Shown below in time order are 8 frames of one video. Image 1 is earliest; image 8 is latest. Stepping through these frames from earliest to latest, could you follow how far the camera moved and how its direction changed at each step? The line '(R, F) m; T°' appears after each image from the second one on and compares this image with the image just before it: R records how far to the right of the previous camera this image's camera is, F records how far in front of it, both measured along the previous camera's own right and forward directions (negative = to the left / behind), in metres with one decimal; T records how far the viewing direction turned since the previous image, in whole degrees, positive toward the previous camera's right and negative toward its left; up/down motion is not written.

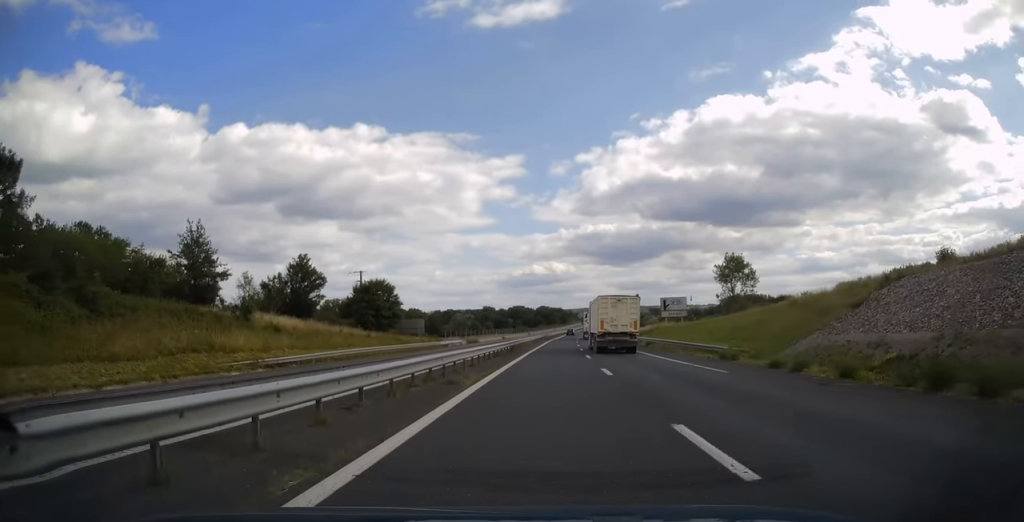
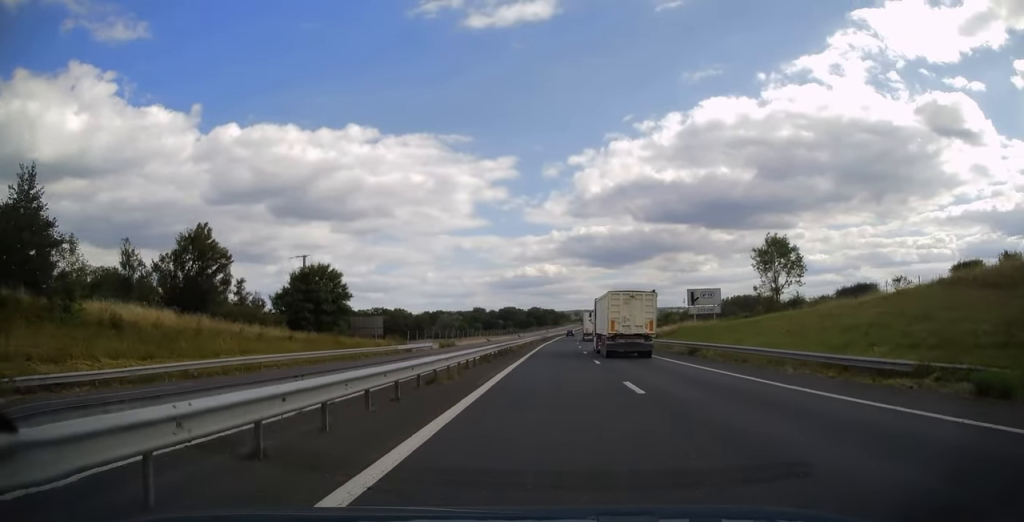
(+0.1, +18.4) m; +1°
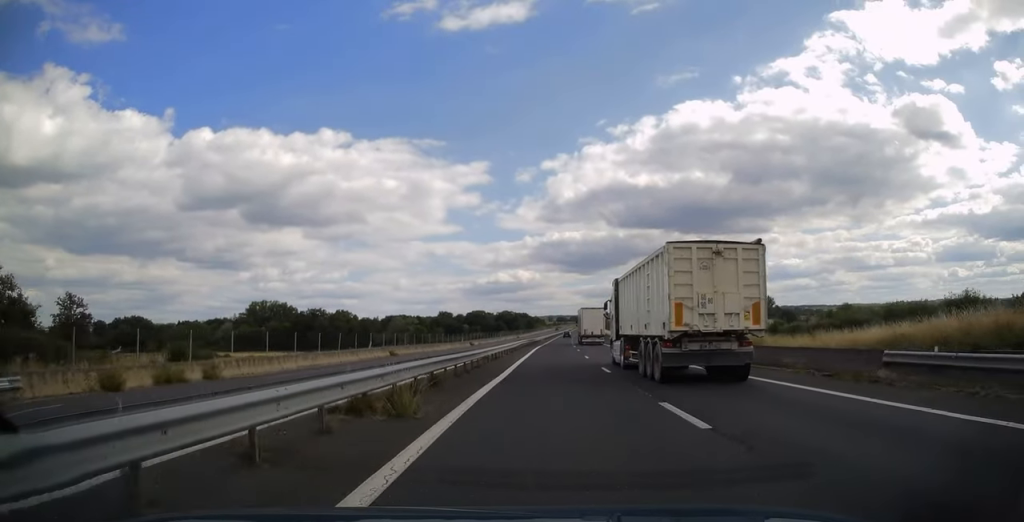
(+1.1, +58.1) m; +2°
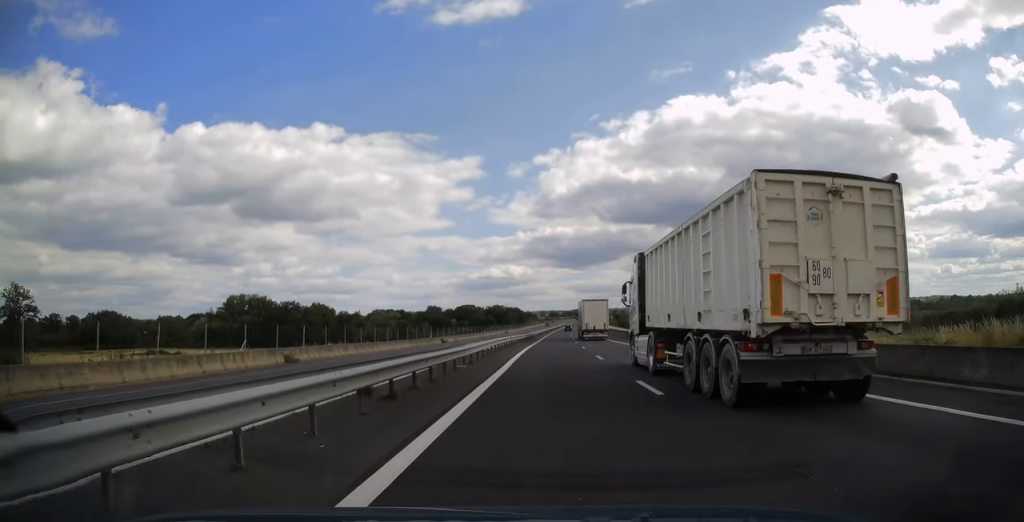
(+0.2, +22.5) m; +1°
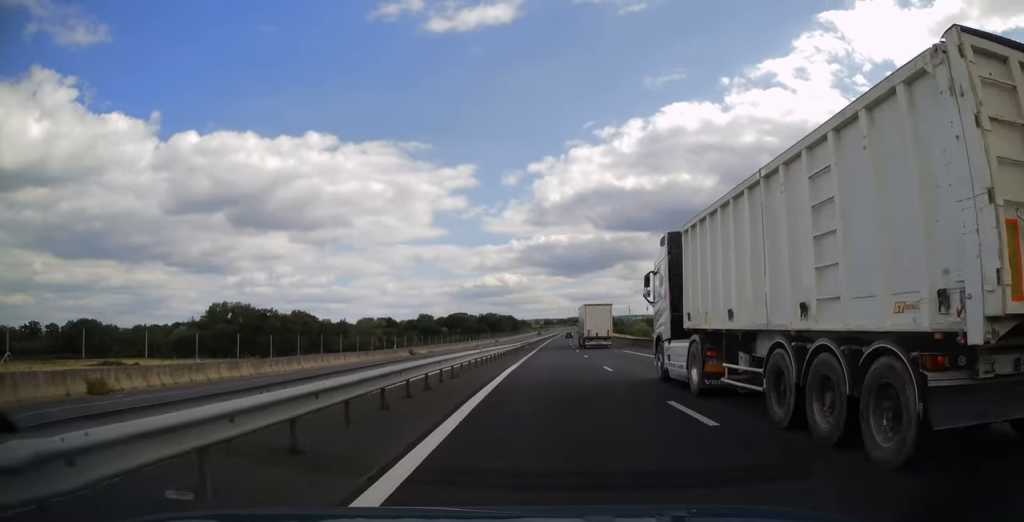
(0.0, +16.7) m; +1°
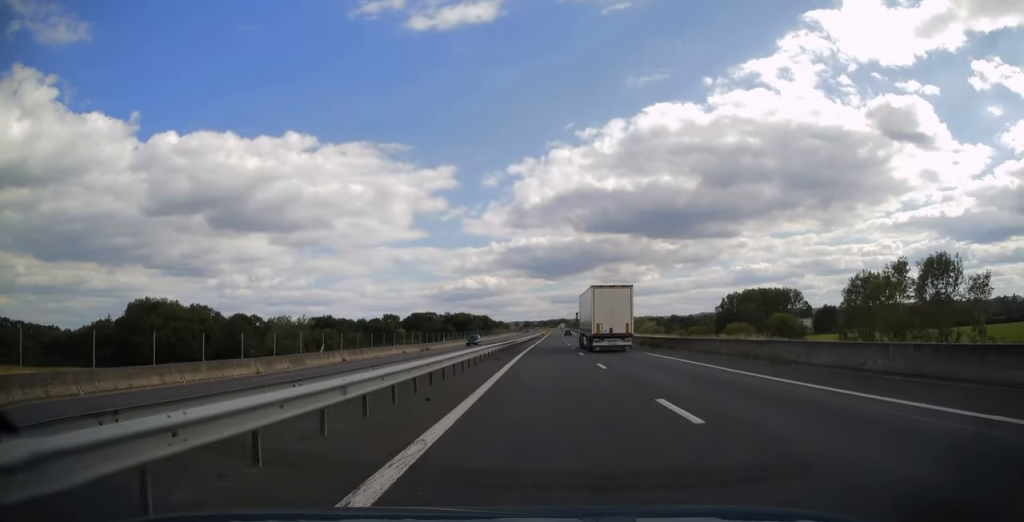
(+1.1, +67.0) m; +2°
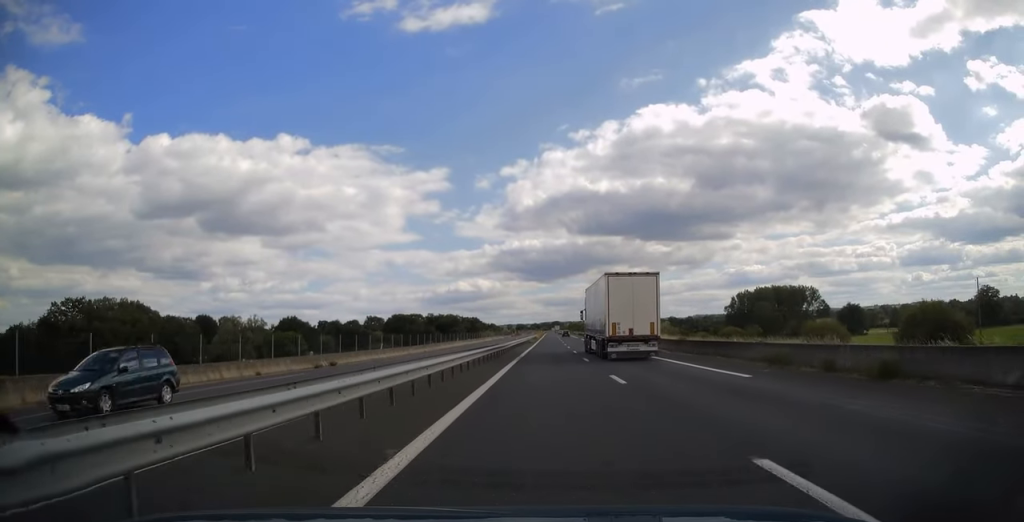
(+0.2, +32.3) m; +1°
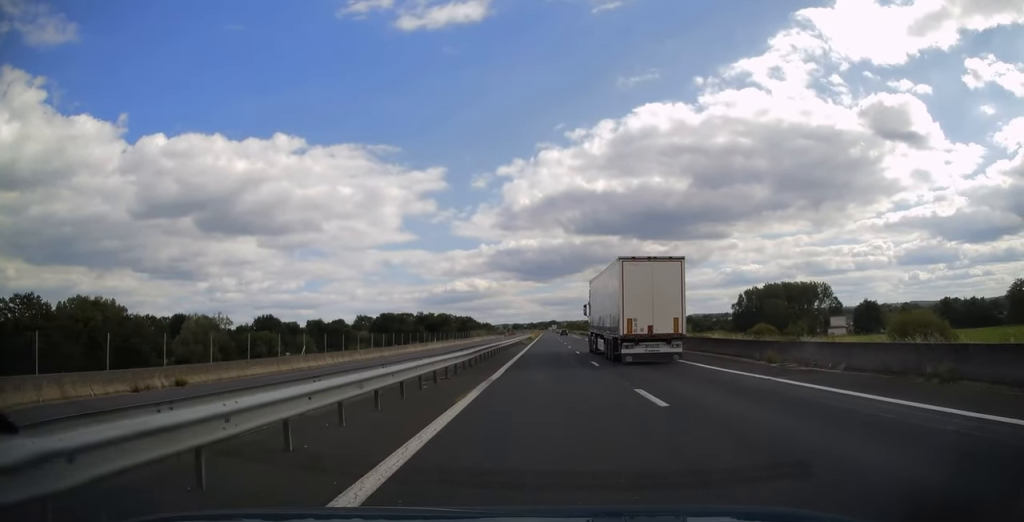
(+0.1, +18.9) m; 0°
